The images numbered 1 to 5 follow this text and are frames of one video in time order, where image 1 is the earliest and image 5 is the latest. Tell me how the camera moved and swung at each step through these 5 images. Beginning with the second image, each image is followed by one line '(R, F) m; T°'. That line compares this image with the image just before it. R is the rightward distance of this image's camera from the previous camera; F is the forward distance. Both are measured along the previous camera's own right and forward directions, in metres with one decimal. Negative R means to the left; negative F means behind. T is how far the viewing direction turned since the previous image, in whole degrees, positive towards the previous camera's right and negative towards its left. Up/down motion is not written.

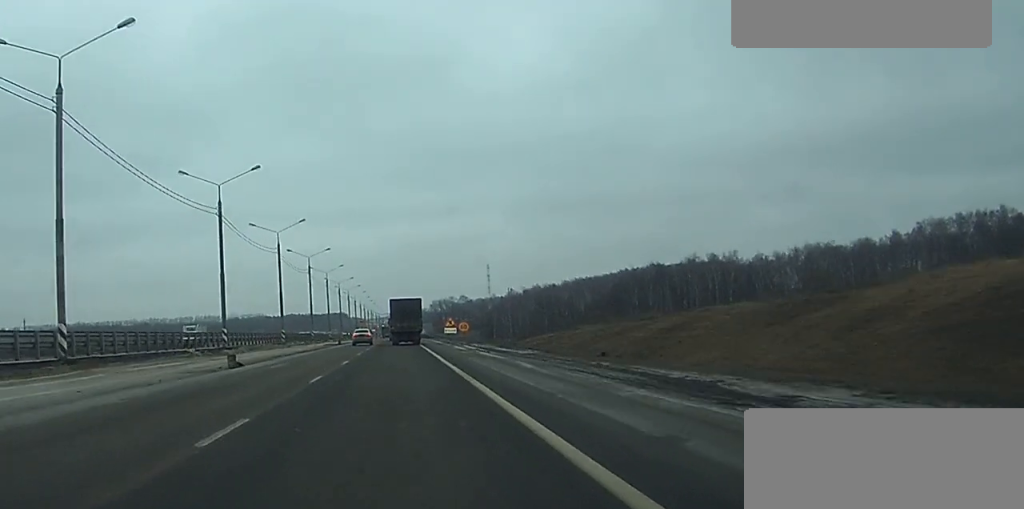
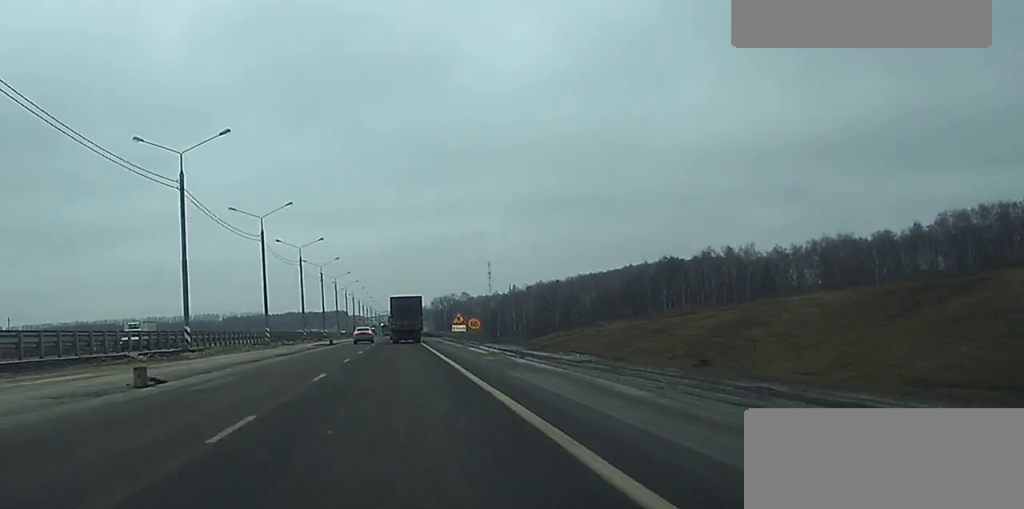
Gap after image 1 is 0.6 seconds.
(+0.5, +10.3) m; +2°
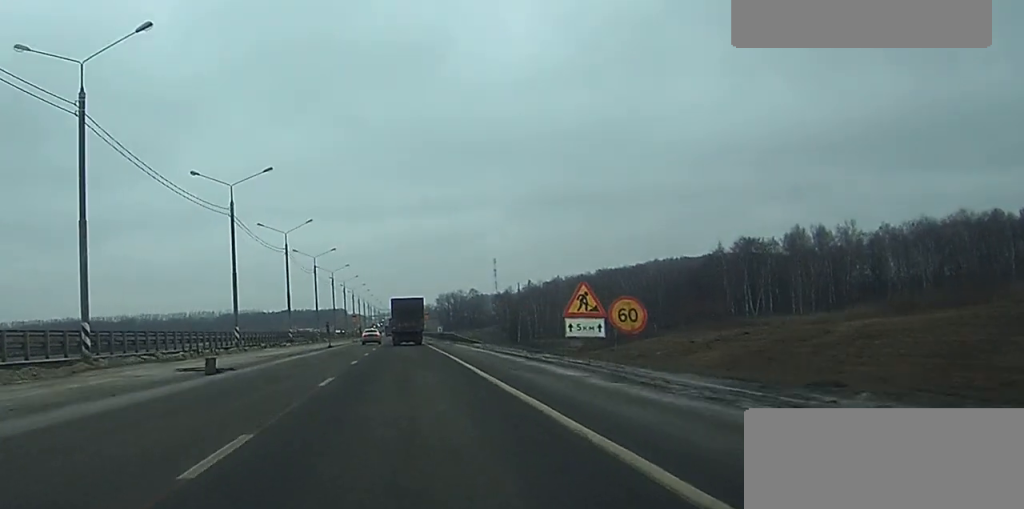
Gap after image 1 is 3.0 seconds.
(-0.8, +45.8) m; -3°
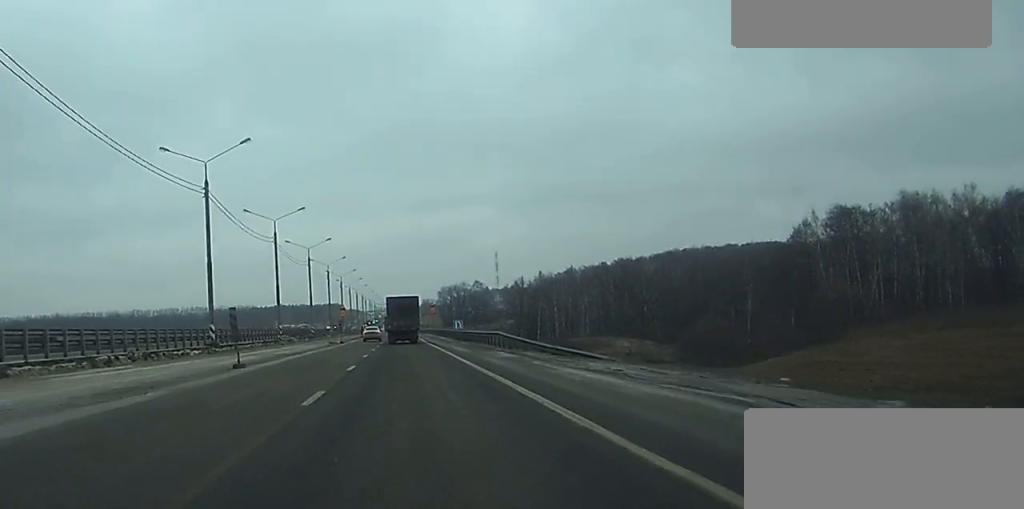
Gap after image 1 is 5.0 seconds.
(+0.1, +46.8) m; +1°
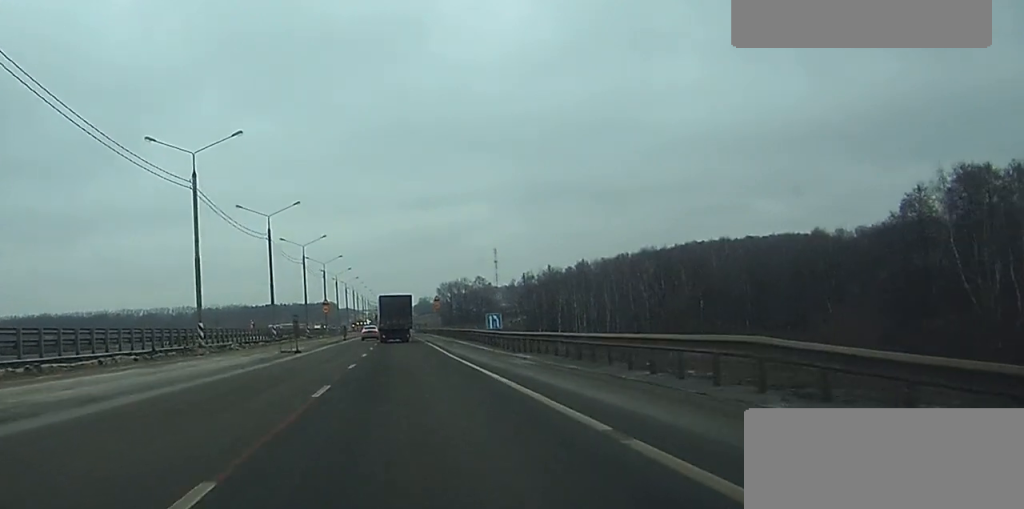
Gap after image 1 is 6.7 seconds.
(+0.2, +37.4) m; 0°
